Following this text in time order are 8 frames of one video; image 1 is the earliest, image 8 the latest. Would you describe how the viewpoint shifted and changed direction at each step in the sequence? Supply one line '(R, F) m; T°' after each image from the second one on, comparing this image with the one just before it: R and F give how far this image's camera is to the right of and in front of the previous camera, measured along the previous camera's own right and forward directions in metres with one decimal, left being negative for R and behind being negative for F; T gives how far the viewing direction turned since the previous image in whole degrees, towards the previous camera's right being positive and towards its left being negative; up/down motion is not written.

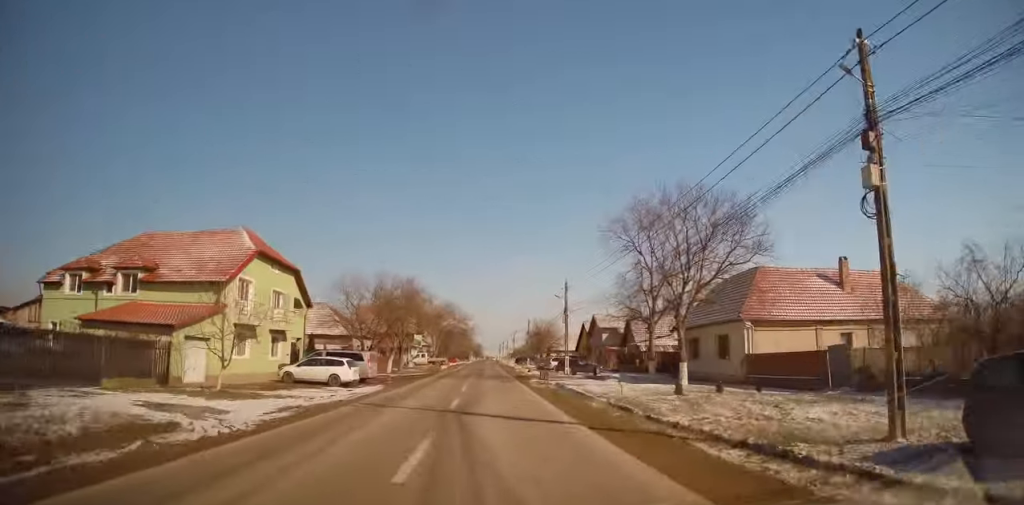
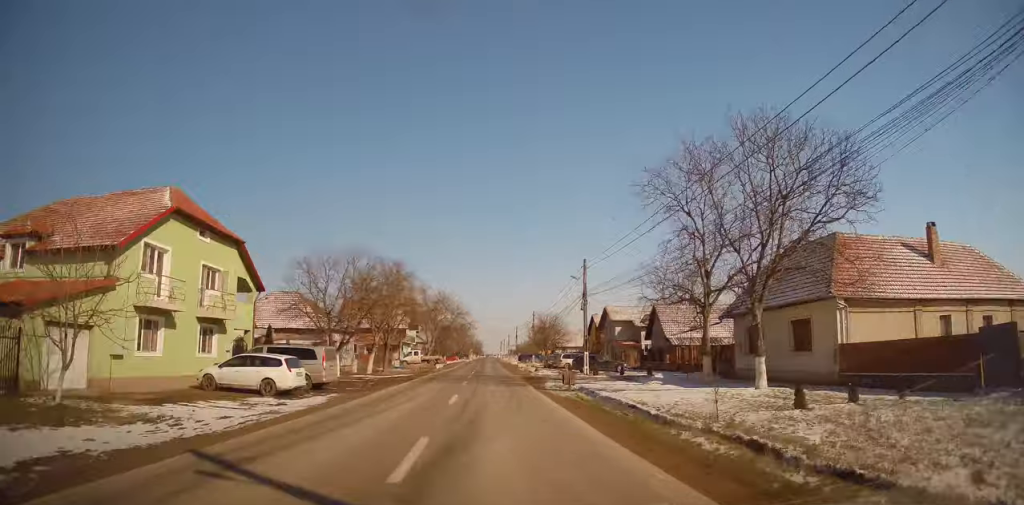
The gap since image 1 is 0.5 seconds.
(0.0, +8.8) m; 0°
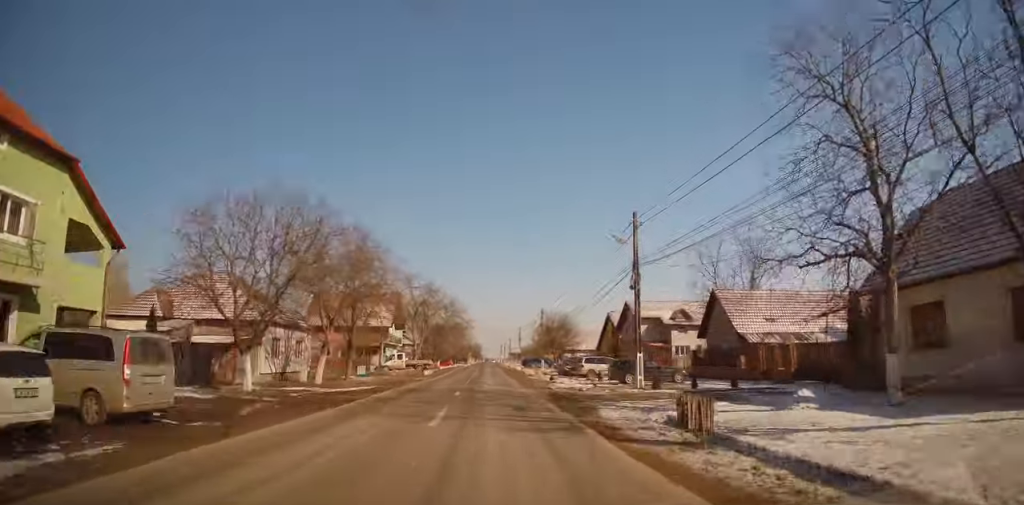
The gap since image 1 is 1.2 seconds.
(+0.1, +13.1) m; 0°
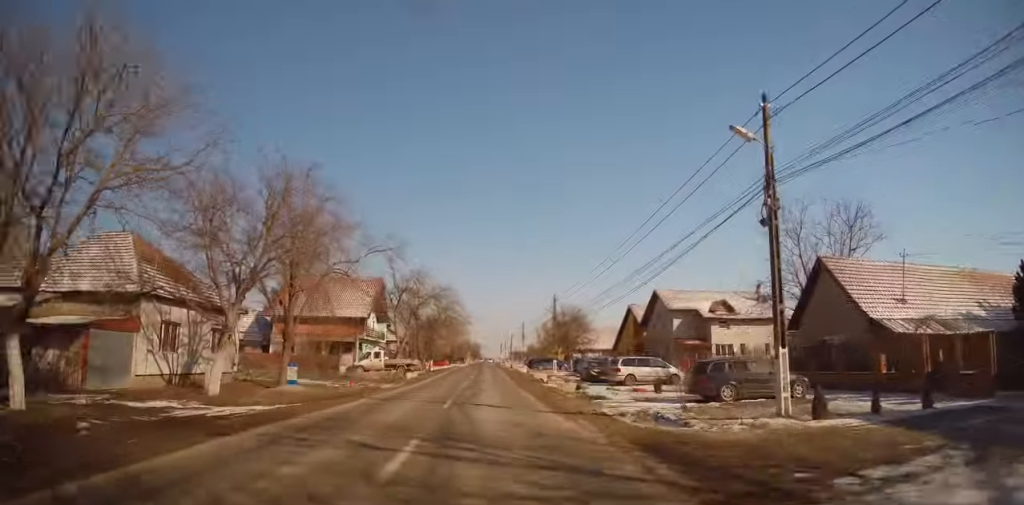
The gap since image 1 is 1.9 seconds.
(-0.2, +12.2) m; 0°
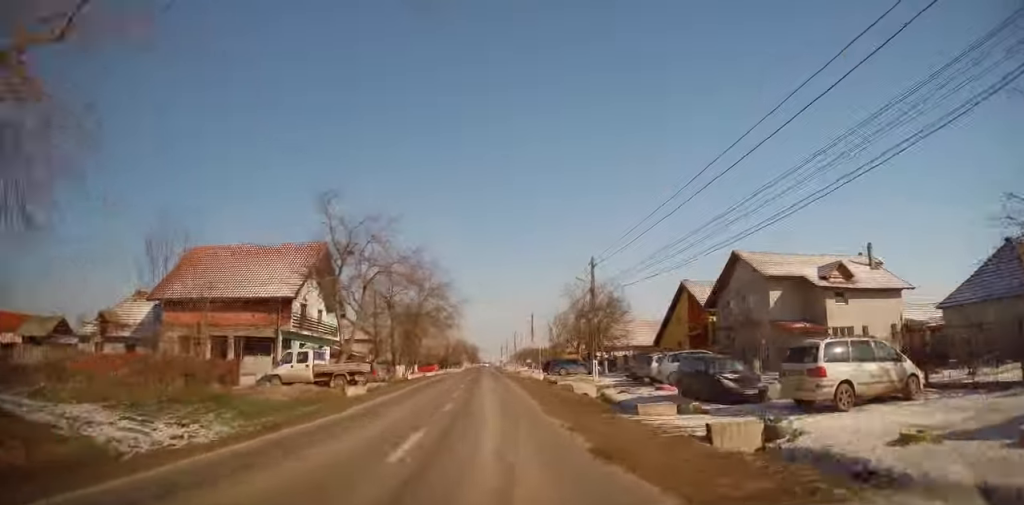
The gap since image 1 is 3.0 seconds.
(+0.3, +19.8) m; +1°
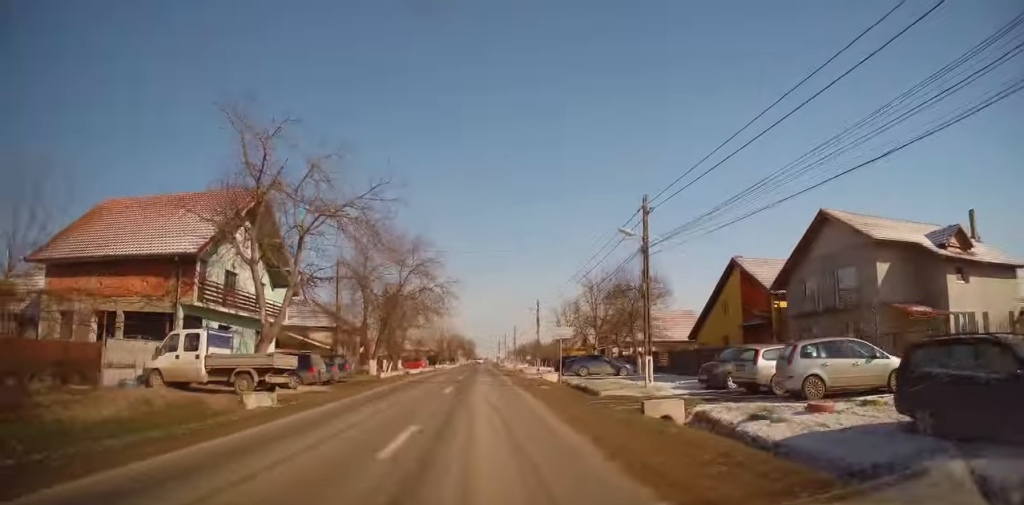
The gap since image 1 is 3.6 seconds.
(0.0, +11.3) m; 0°
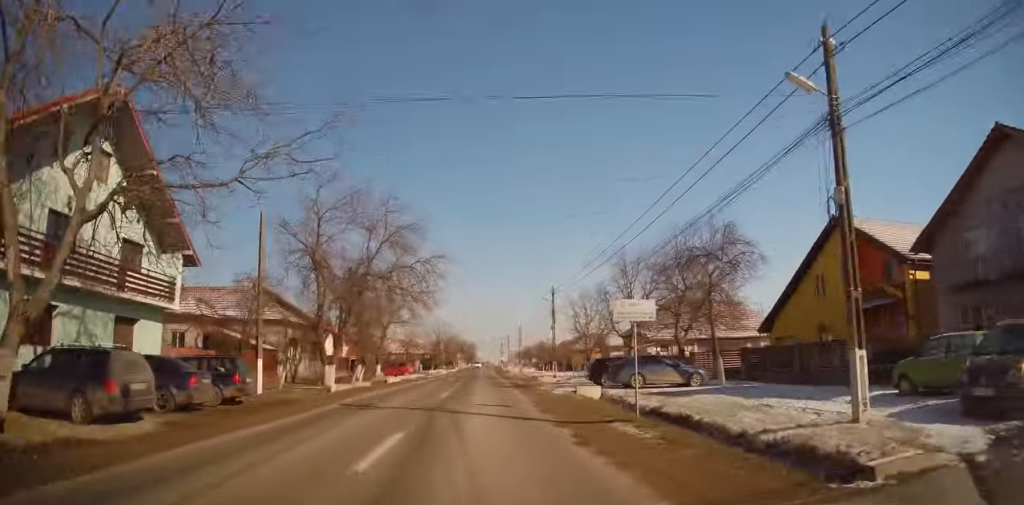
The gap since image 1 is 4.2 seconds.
(-0.1, +12.5) m; -1°
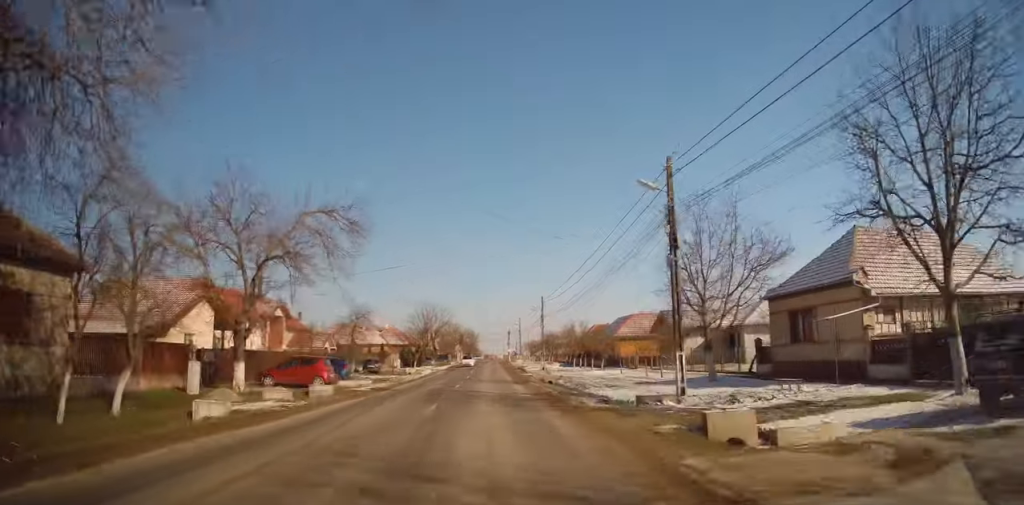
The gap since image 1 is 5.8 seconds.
(-0.2, +28.7) m; 0°
